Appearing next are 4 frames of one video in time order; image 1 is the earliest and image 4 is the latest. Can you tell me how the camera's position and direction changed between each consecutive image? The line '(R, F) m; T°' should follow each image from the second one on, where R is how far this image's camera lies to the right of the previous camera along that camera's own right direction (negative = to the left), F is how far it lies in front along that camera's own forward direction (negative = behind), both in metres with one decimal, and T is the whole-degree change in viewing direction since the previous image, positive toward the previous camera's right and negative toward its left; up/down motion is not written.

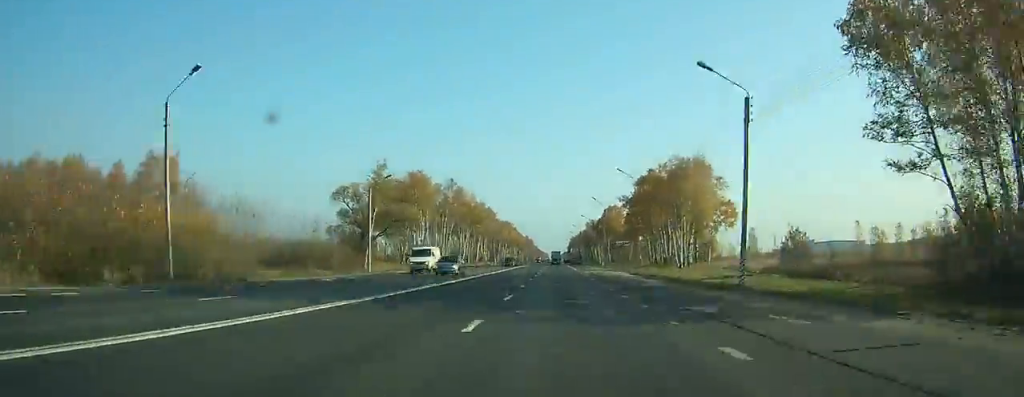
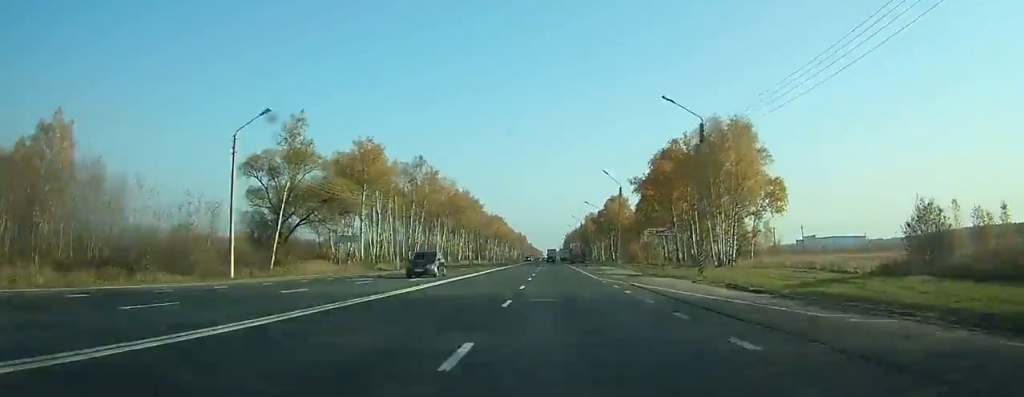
(-0.1, +28.5) m; 0°
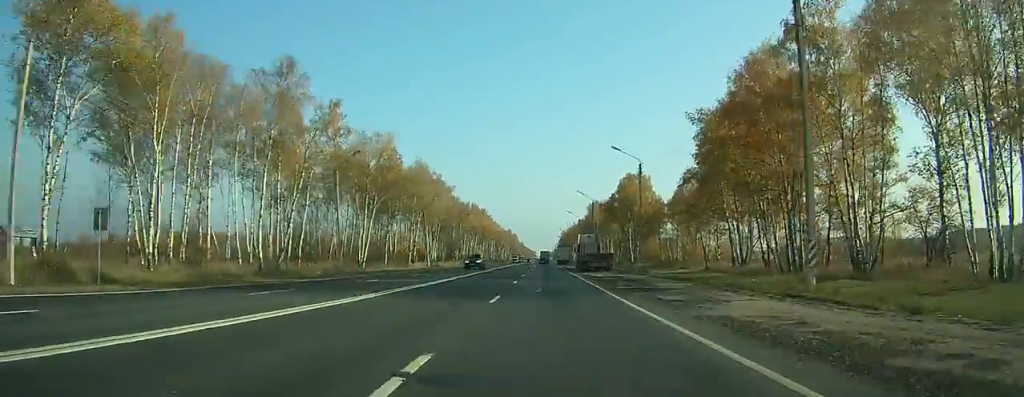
(+0.1, +56.3) m; 0°
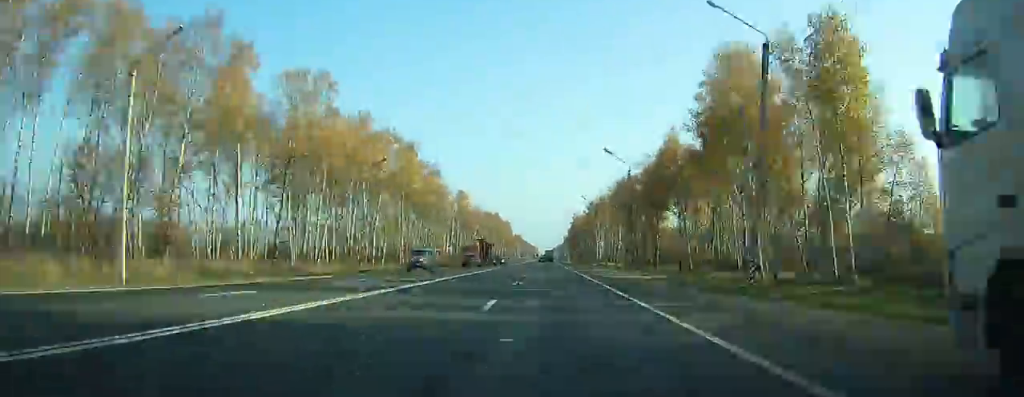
(+0.9, +131.2) m; +1°
